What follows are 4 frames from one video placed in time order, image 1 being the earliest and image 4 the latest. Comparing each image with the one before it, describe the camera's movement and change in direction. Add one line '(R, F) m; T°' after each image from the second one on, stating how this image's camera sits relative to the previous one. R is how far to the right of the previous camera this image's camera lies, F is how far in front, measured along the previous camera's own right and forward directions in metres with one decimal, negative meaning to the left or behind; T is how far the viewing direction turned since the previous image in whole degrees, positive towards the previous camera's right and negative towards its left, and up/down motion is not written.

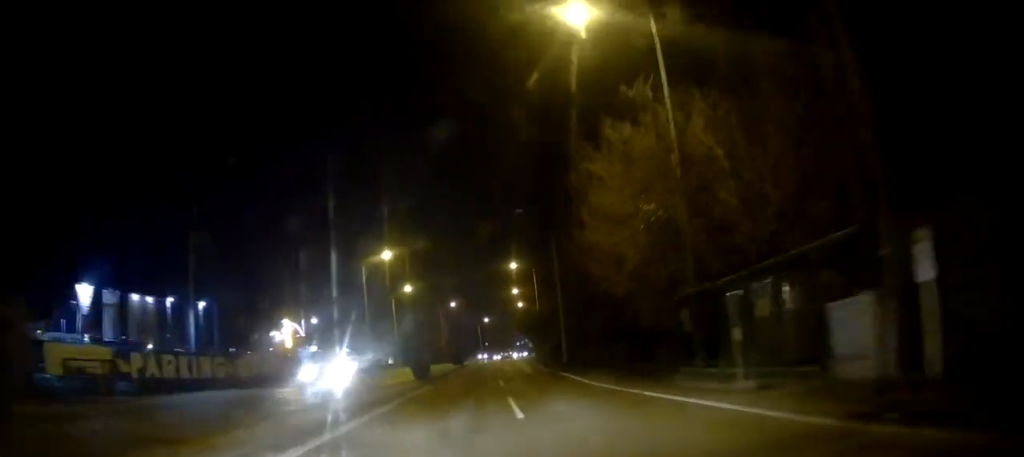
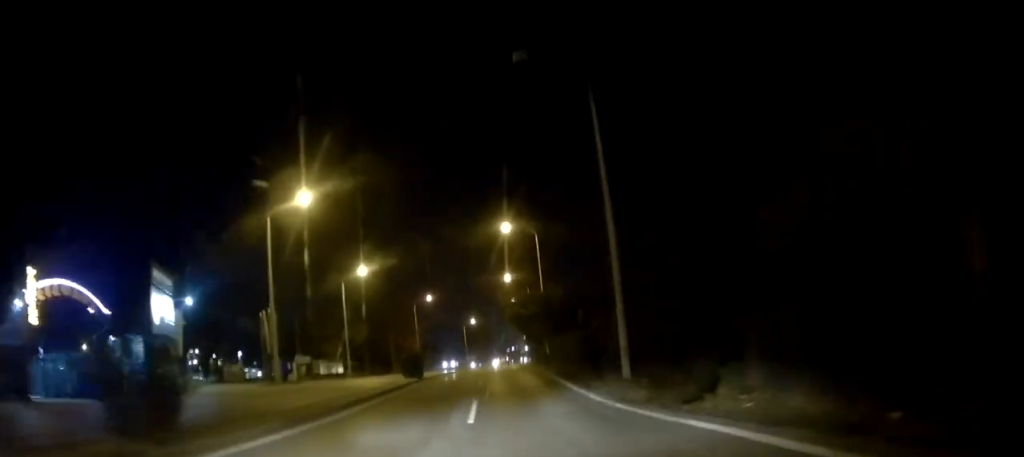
(+0.4, +25.0) m; 0°
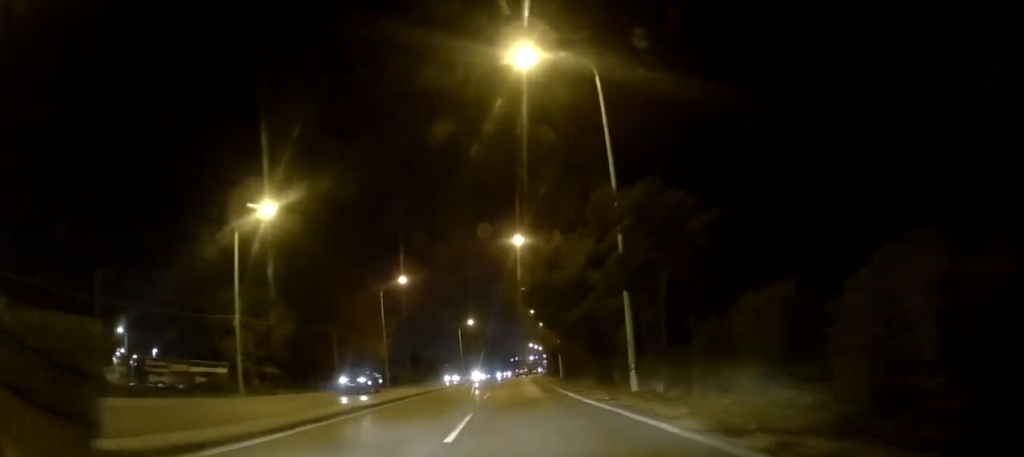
(-0.1, +31.4) m; 0°
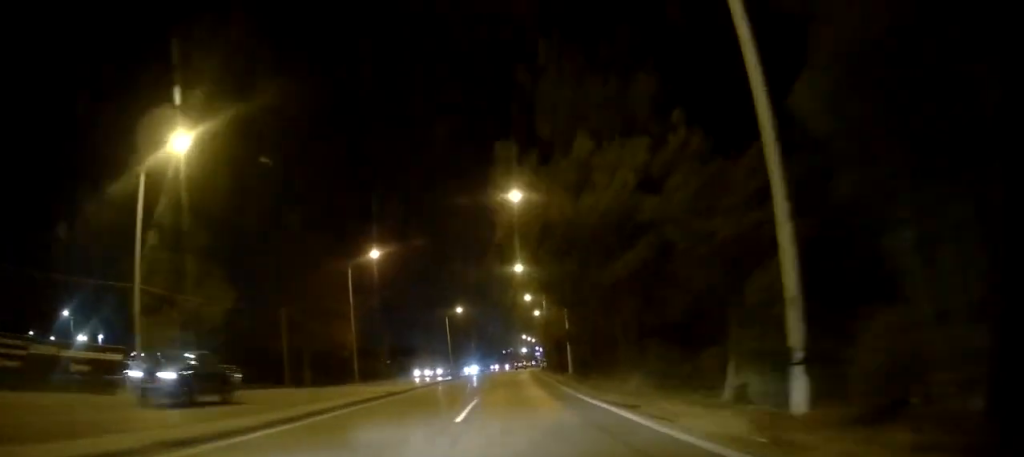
(0.0, +11.9) m; 0°
